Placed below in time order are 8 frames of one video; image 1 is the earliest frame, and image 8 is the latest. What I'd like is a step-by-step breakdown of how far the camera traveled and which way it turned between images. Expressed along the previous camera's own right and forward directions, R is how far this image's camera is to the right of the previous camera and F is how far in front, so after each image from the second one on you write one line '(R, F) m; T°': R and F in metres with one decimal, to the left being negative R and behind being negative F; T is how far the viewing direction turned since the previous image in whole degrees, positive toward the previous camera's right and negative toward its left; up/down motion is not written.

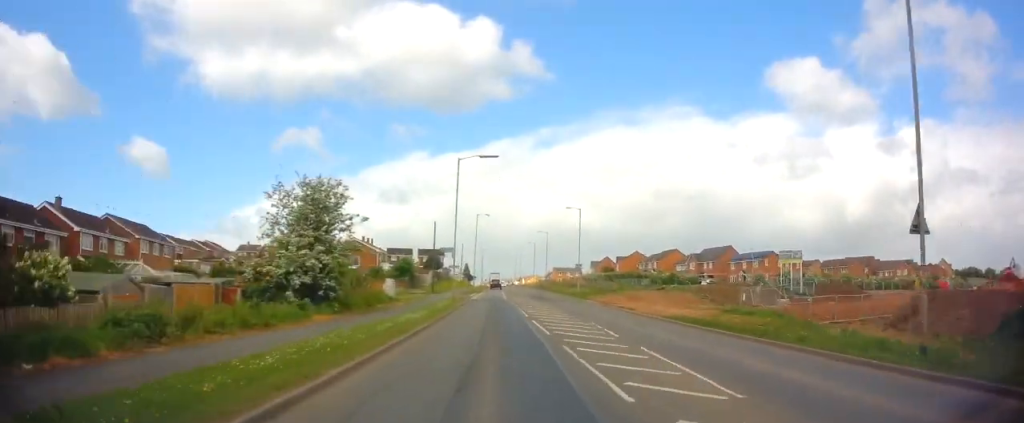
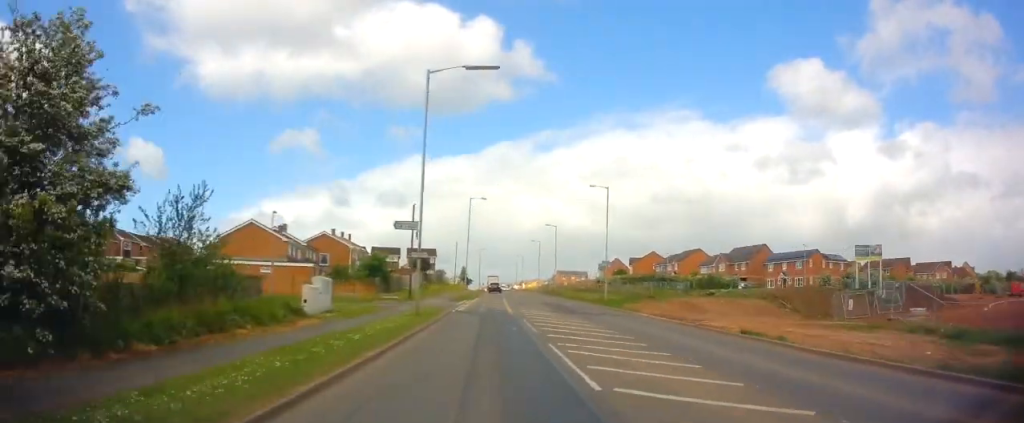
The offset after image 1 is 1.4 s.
(0.0, +17.0) m; 0°
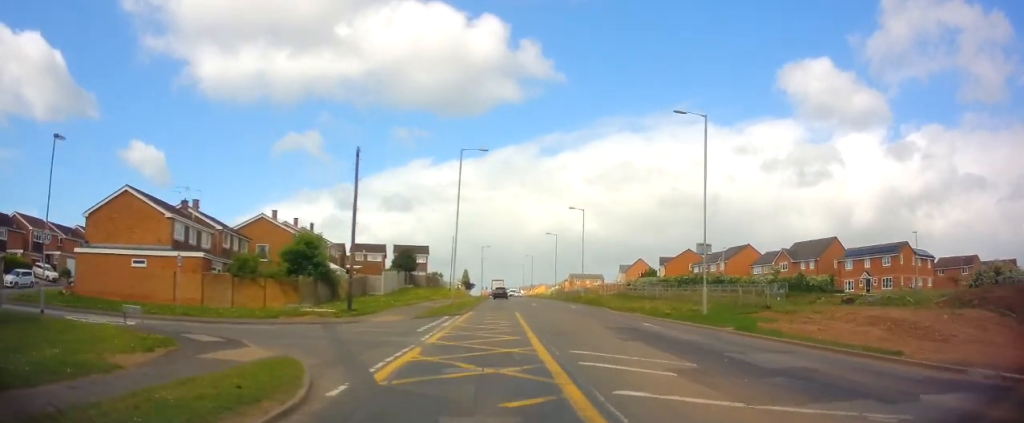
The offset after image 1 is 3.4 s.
(-0.2, +22.0) m; -1°
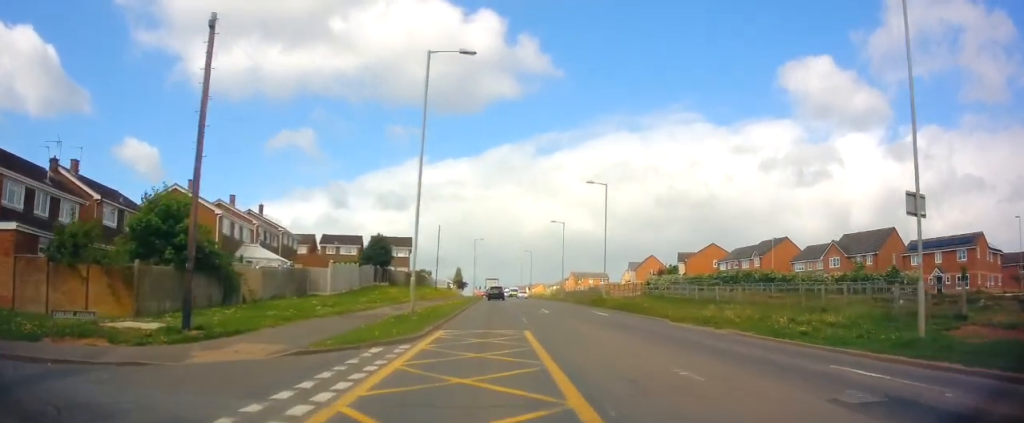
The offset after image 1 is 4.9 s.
(0.0, +15.3) m; -1°
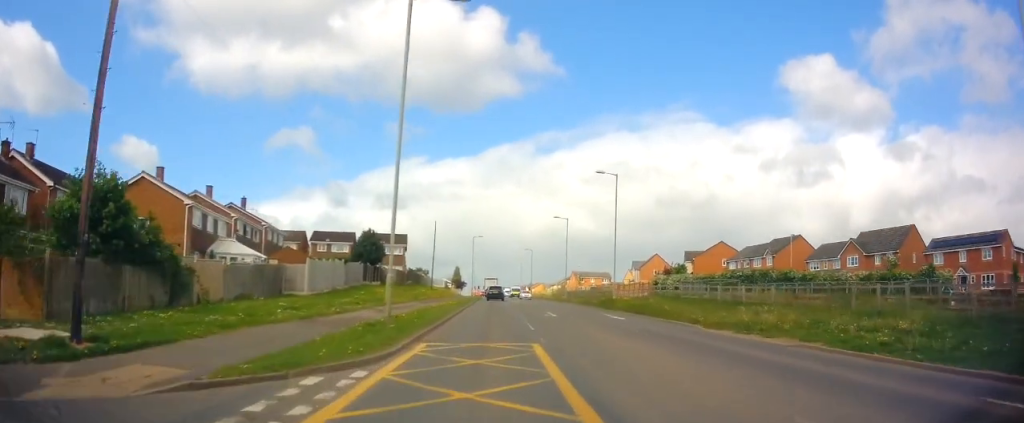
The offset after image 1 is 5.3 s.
(0.0, +4.3) m; +1°
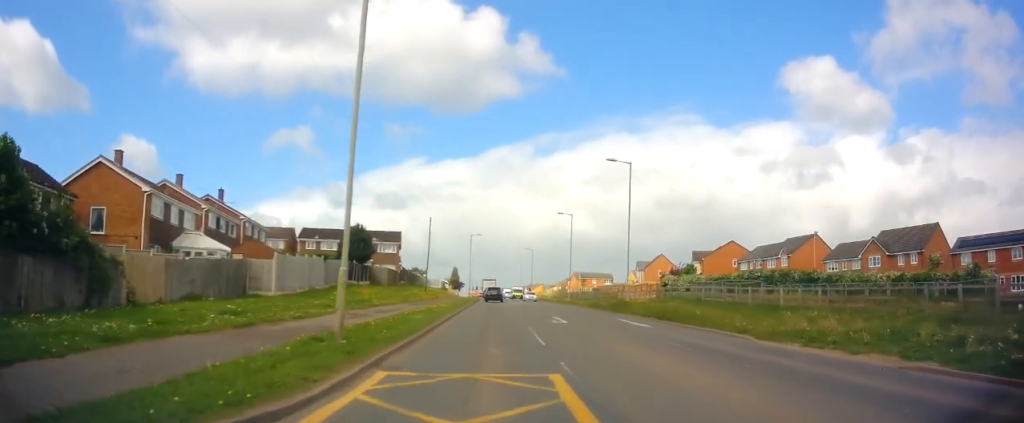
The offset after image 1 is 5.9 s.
(-0.1, +4.8) m; +2°
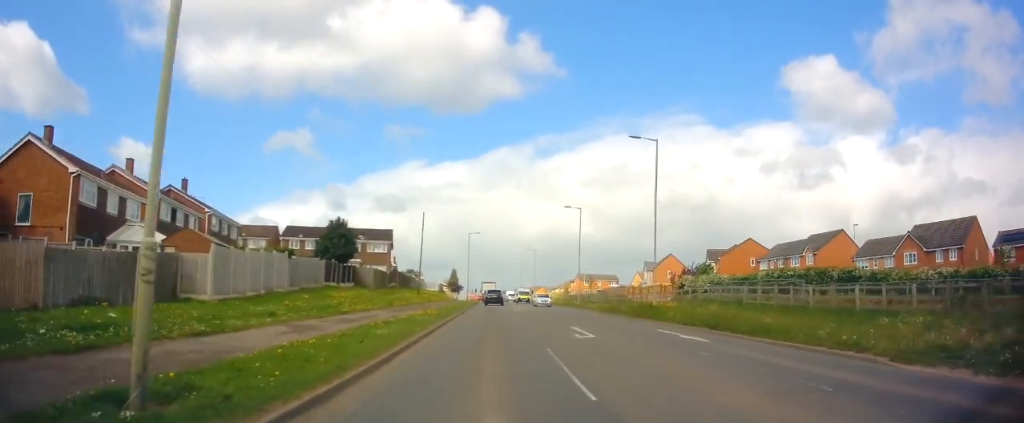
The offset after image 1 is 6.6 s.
(+0.4, +6.7) m; 0°
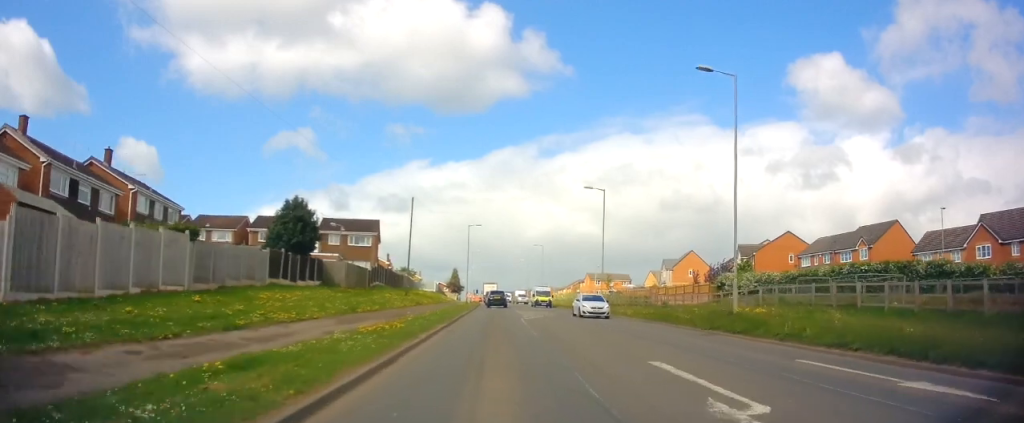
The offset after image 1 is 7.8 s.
(-0.3, +10.8) m; -3°
